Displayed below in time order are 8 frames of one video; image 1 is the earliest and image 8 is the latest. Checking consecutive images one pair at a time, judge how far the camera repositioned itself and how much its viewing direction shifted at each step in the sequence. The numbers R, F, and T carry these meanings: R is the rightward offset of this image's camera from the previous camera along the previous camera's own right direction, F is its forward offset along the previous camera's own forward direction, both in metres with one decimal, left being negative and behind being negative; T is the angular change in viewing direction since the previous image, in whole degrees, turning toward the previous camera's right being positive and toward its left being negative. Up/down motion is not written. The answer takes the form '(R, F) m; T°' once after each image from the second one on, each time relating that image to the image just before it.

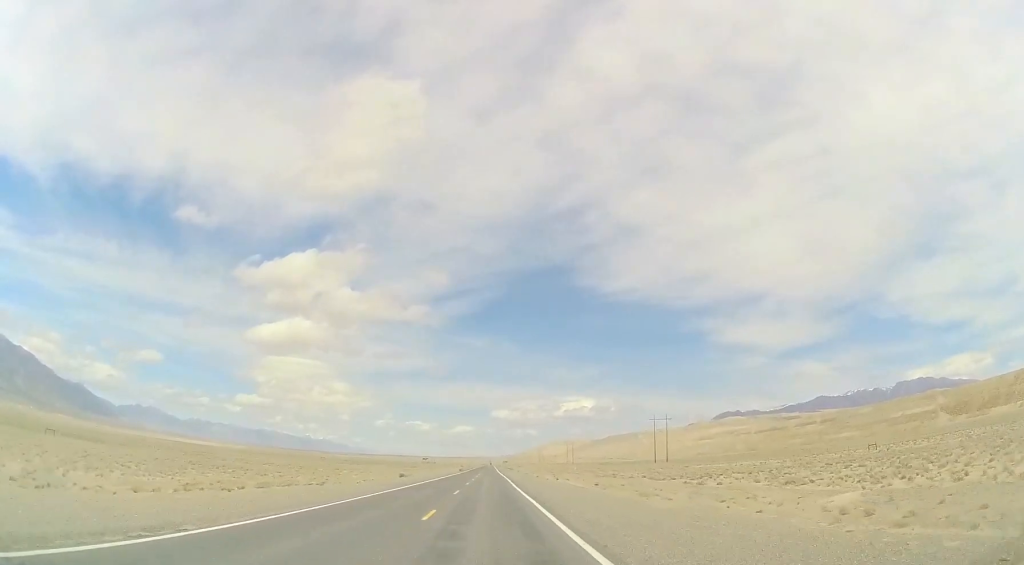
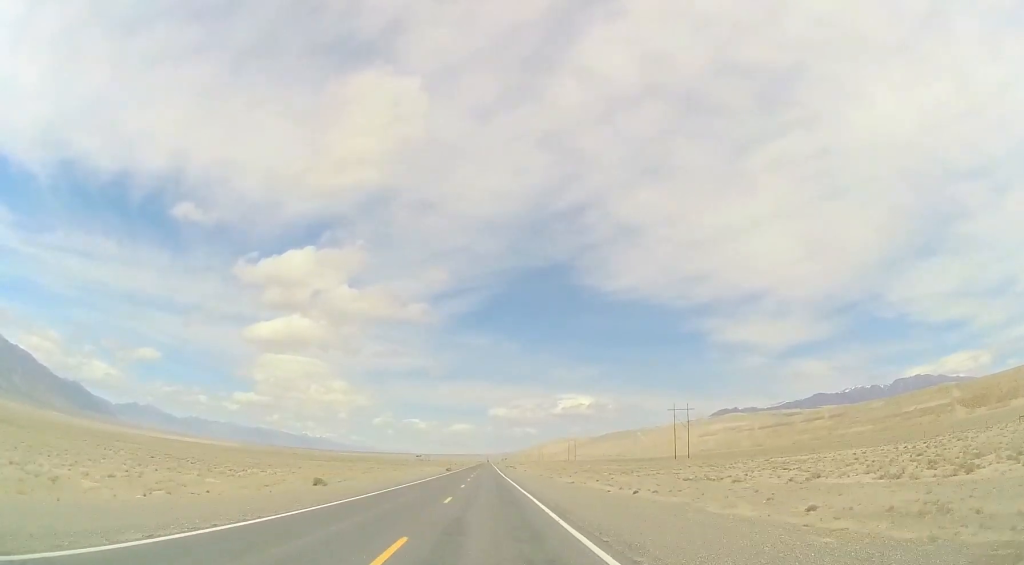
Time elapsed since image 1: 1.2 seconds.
(-0.6, +34.7) m; -1°
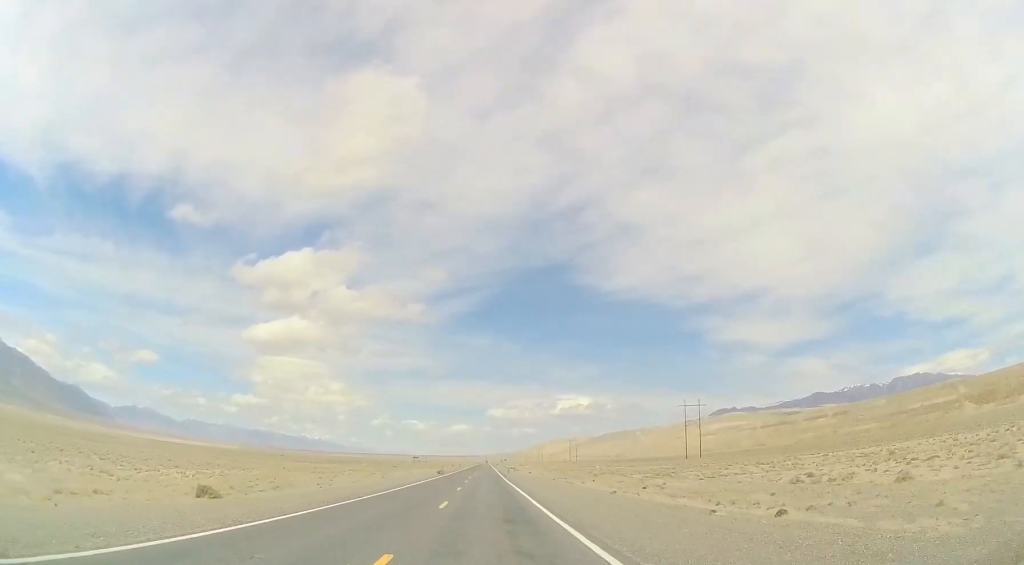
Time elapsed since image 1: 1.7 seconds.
(+0.1, +15.8) m; 0°
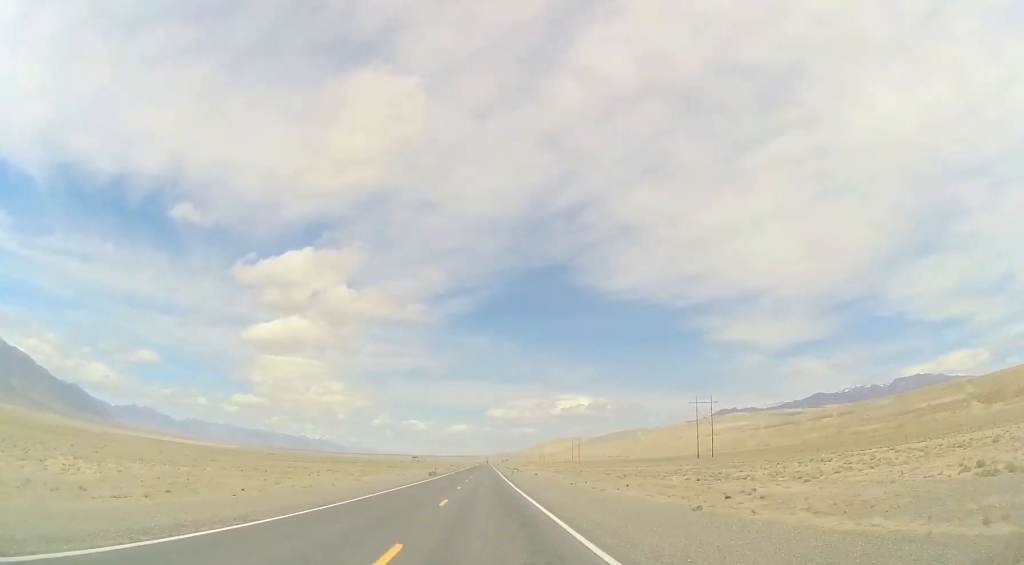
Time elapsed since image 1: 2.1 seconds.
(0.0, +12.7) m; 0°
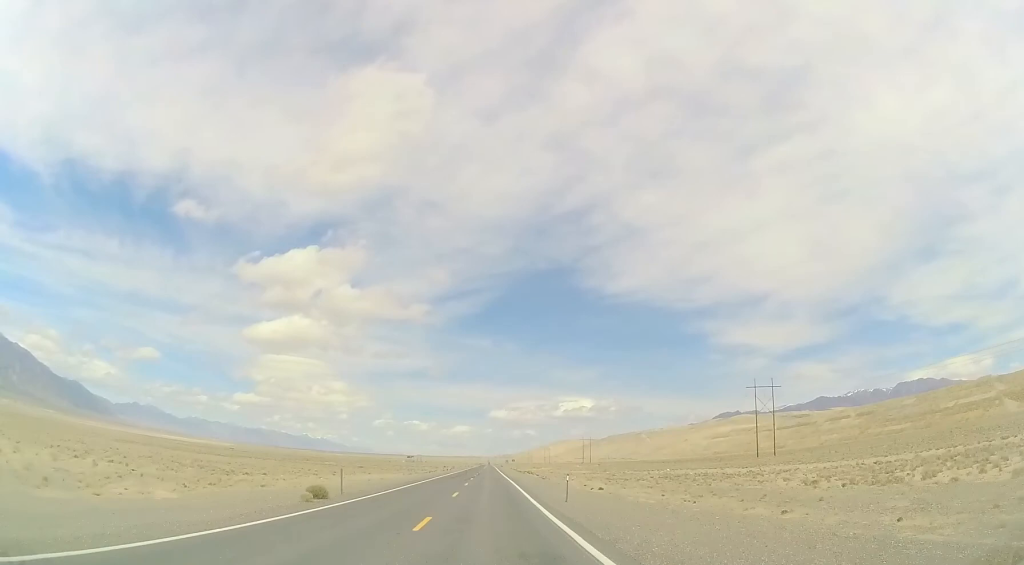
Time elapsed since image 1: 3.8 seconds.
(+0.3, +48.5) m; +1°
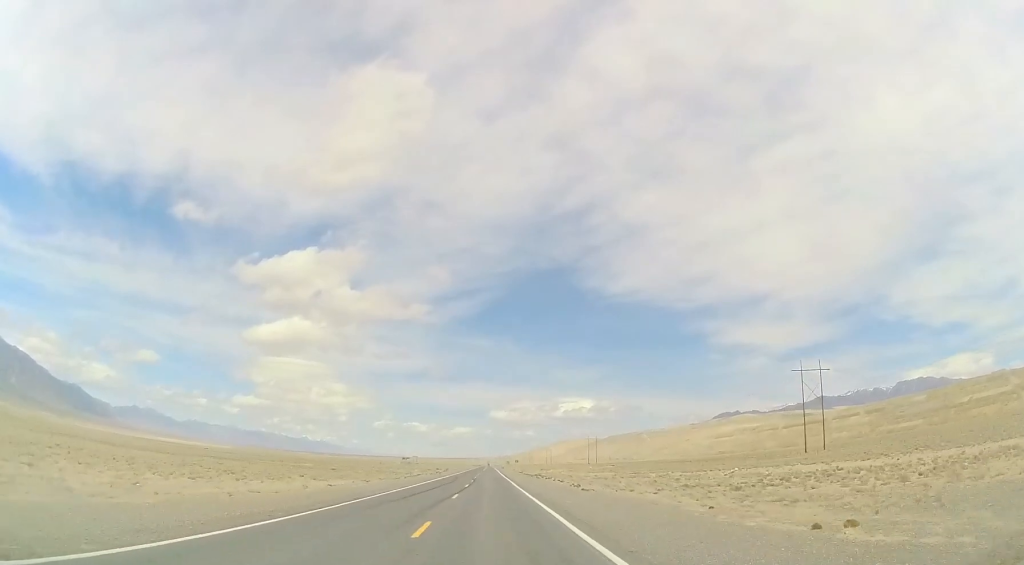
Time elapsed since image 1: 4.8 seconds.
(+0.1, +28.1) m; -1°
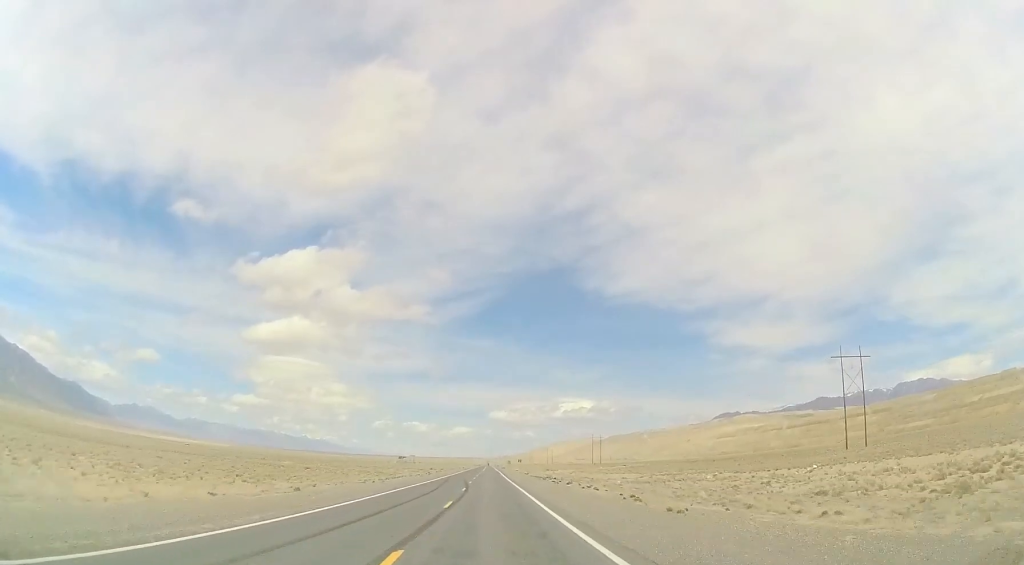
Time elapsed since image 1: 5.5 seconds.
(-0.2, +18.7) m; 0°
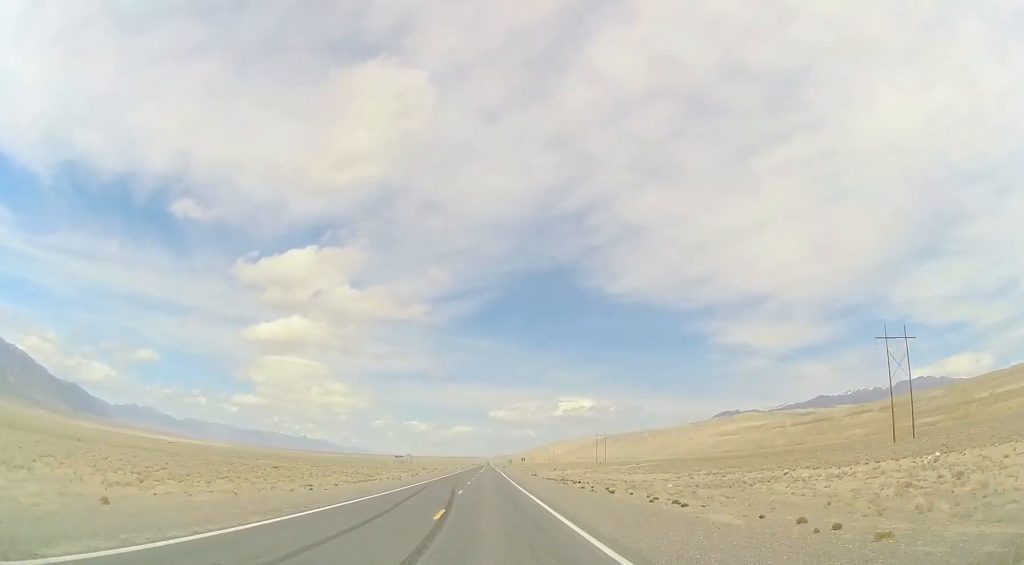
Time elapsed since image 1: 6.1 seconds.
(-0.1, +17.7) m; 0°
